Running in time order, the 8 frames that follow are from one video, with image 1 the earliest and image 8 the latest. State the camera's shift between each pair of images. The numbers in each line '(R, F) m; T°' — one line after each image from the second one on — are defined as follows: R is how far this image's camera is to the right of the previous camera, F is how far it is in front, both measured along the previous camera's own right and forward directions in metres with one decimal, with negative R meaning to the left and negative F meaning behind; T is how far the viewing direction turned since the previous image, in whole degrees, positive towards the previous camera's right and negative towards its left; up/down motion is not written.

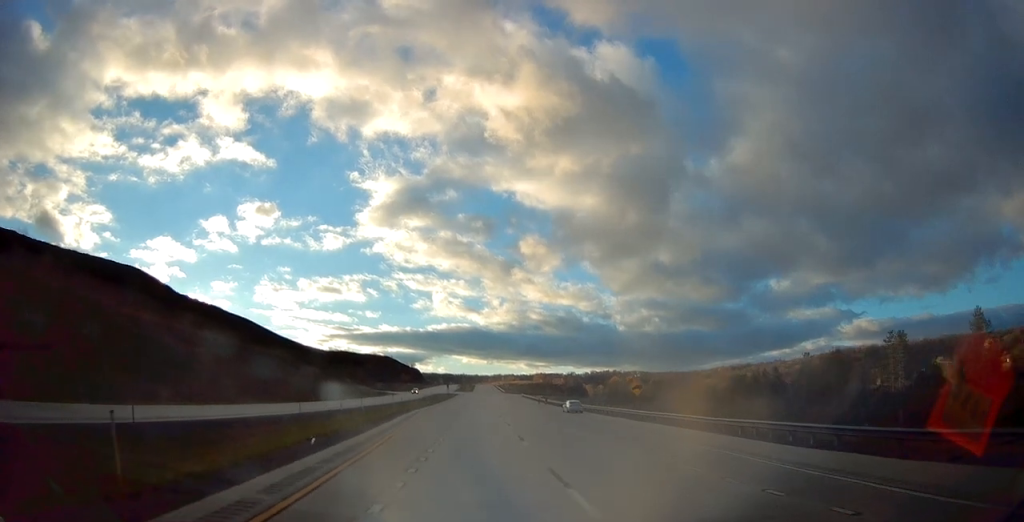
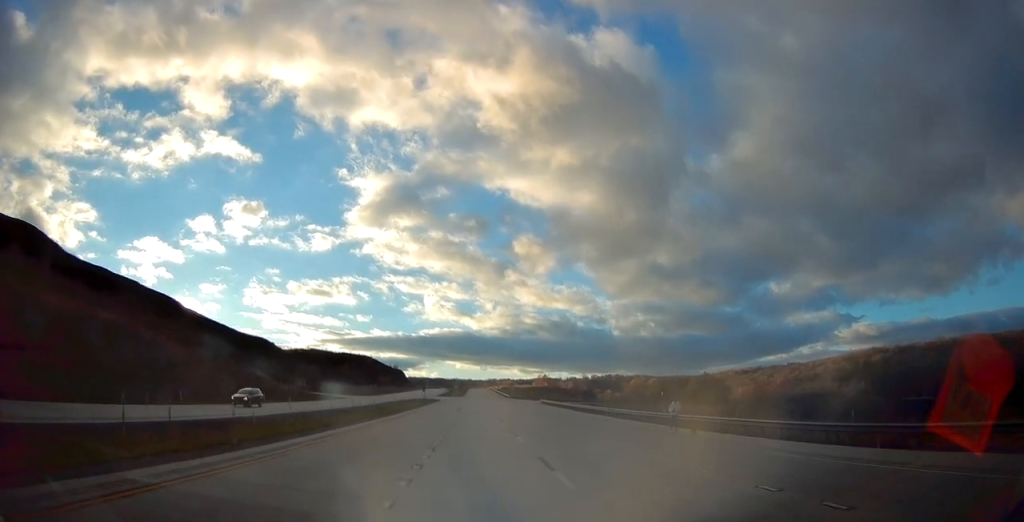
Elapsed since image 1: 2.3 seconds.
(+1.0, +69.6) m; +1°
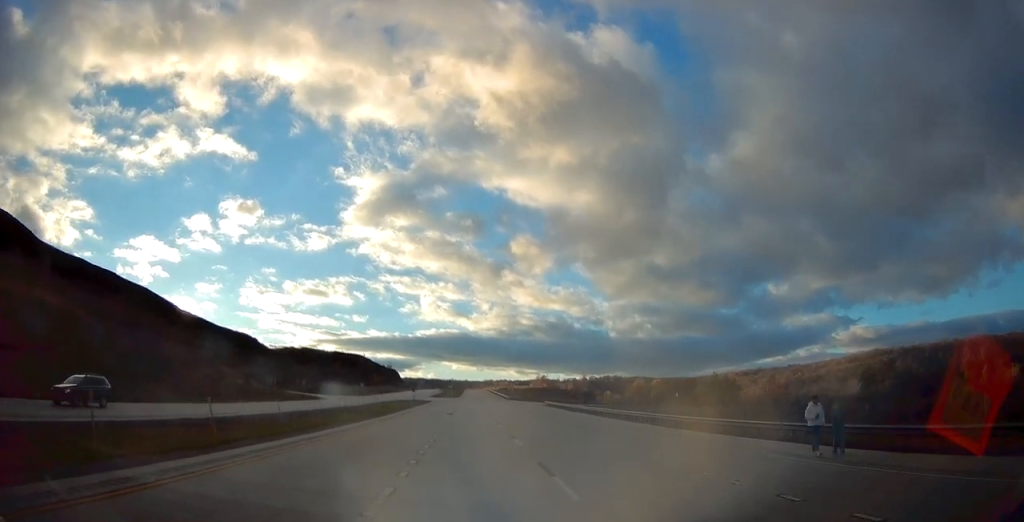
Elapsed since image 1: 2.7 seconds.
(-0.1, +13.0) m; 0°
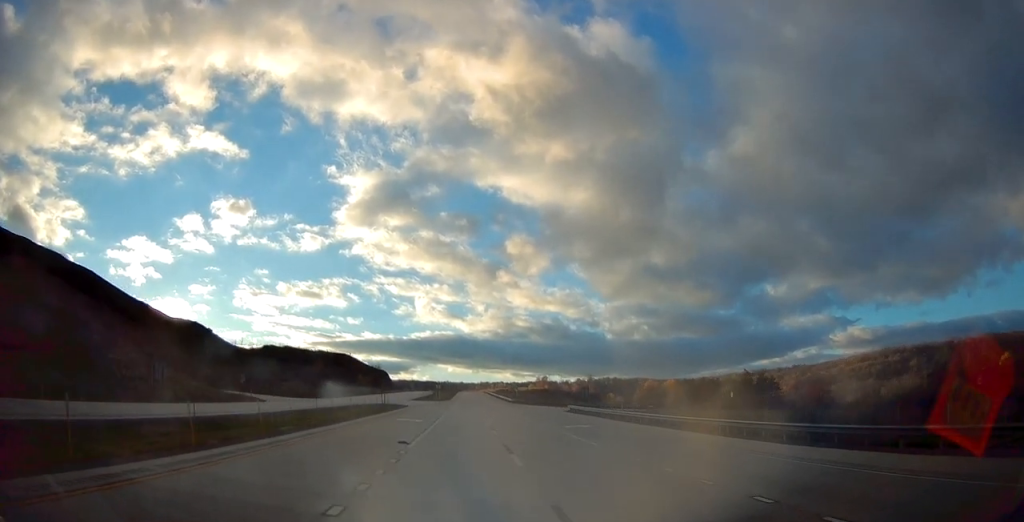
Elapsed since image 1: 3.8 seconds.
(0.0, +31.0) m; 0°
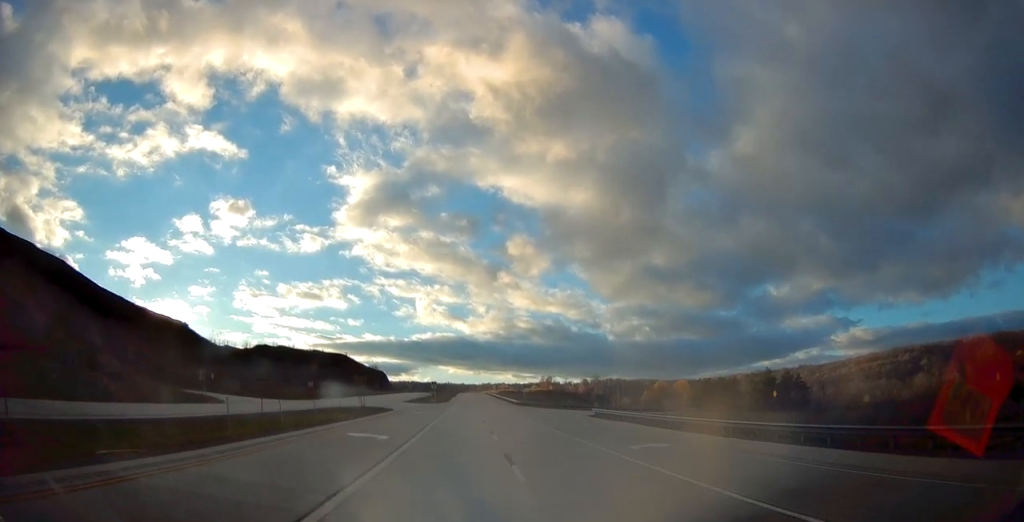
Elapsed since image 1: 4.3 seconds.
(+0.1, +15.0) m; 0°
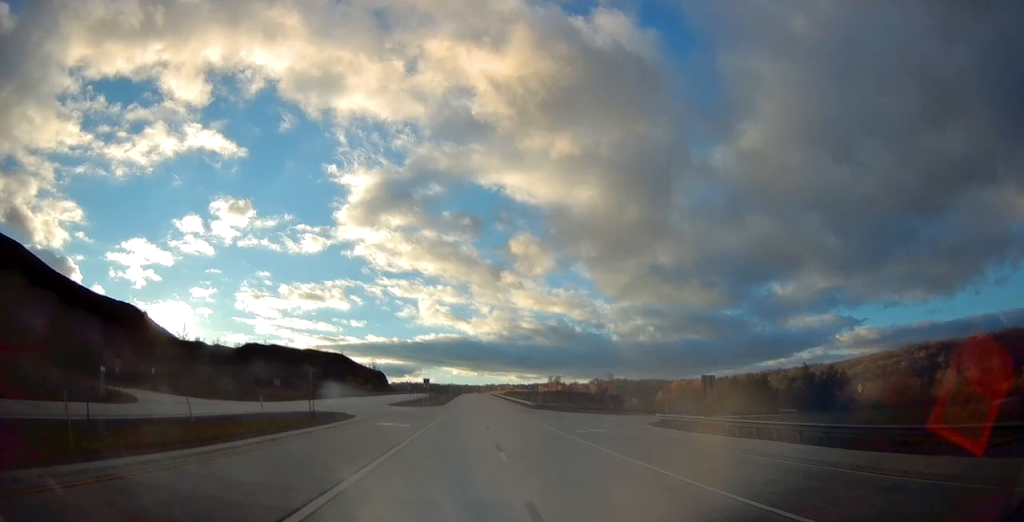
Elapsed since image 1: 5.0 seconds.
(0.0, +21.0) m; 0°
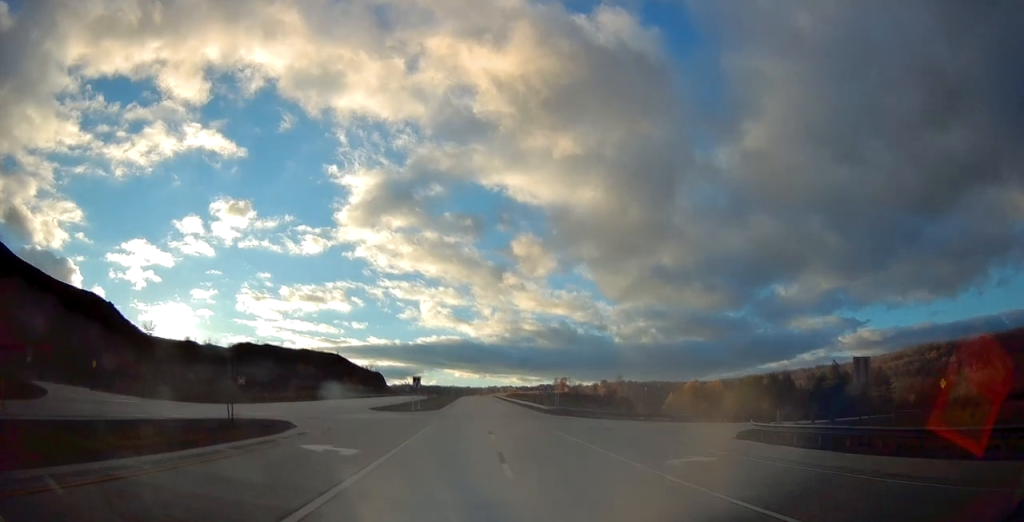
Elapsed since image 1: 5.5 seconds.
(0.0, +14.9) m; 0°
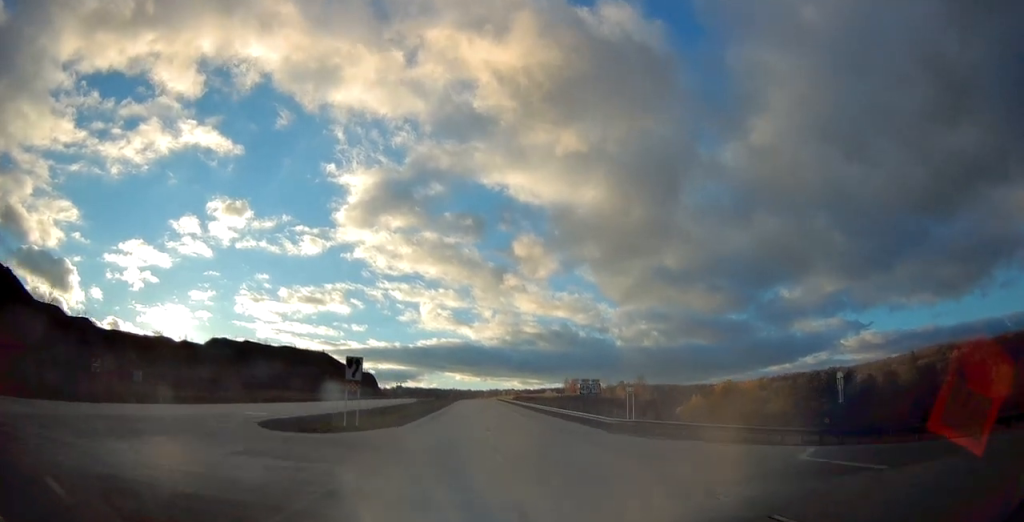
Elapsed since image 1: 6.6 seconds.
(-0.1, +32.4) m; 0°
